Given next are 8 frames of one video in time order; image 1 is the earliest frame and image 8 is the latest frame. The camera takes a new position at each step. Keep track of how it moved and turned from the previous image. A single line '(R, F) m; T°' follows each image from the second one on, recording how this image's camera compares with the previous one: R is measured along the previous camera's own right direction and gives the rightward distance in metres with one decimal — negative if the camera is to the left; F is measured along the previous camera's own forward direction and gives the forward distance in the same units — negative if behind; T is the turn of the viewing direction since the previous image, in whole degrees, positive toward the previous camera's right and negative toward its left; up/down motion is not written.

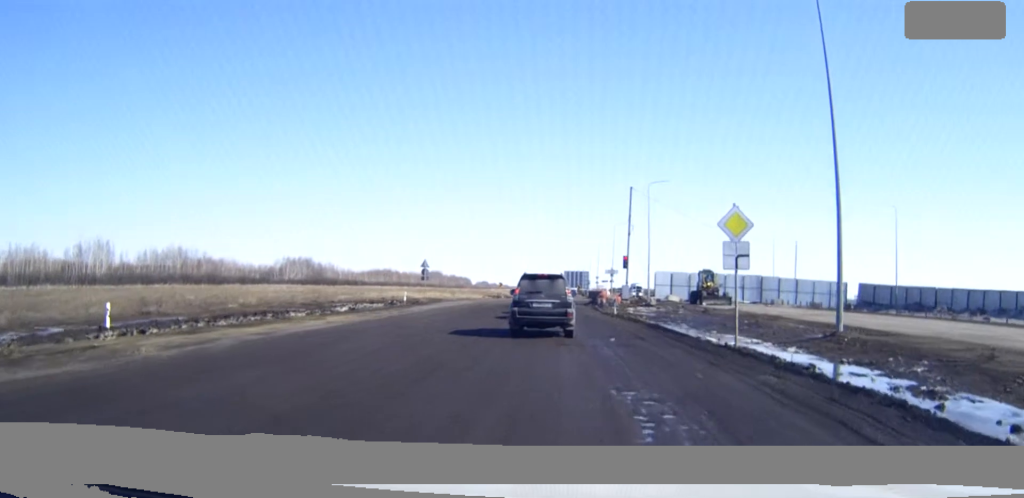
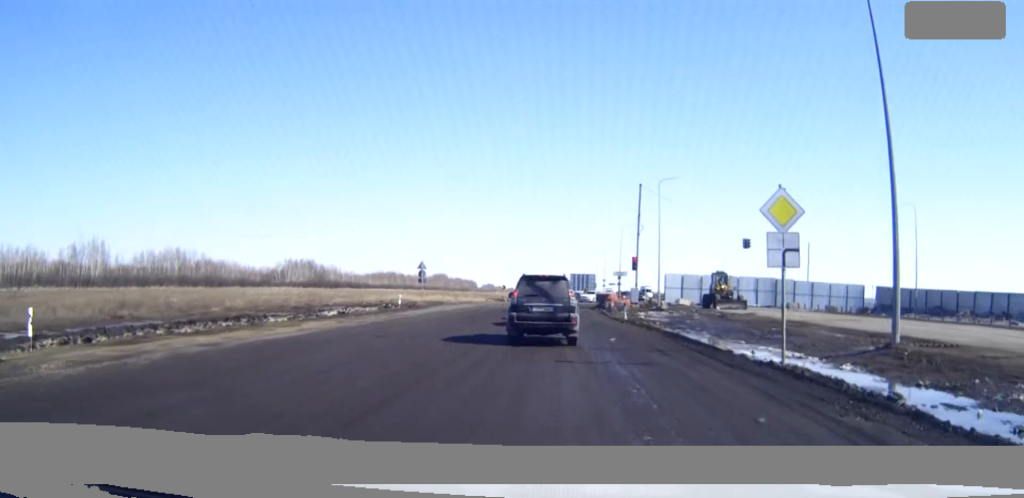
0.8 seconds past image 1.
(0.0, +3.7) m; -1°
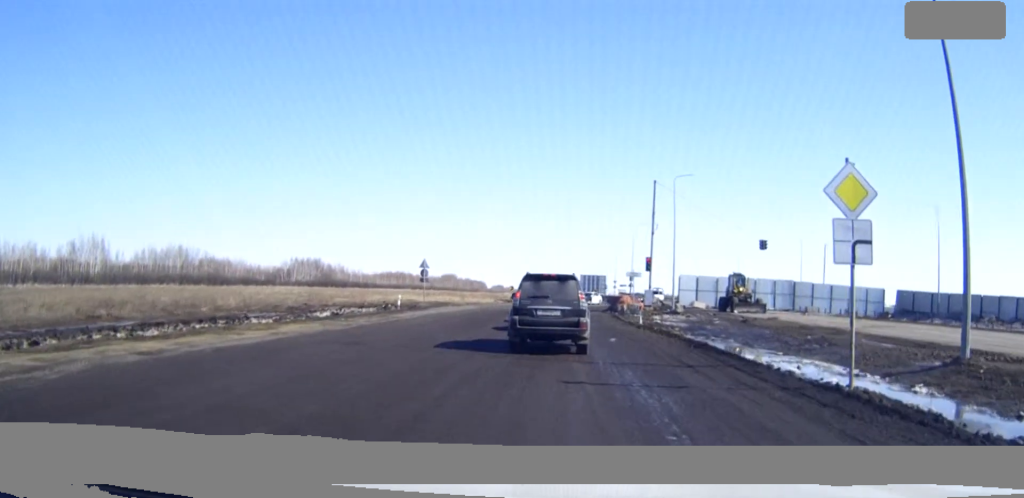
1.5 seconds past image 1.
(0.0, +3.1) m; -1°
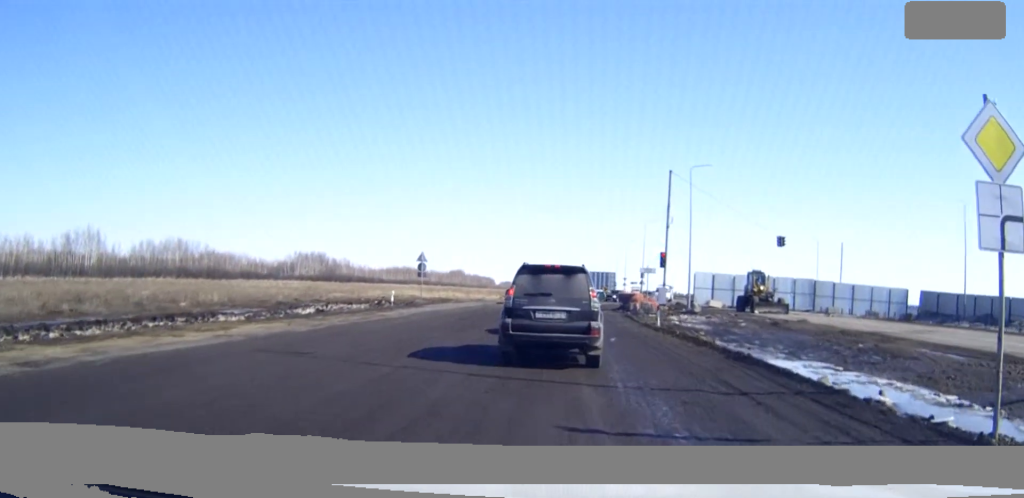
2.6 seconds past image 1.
(0.0, +3.9) m; -1°
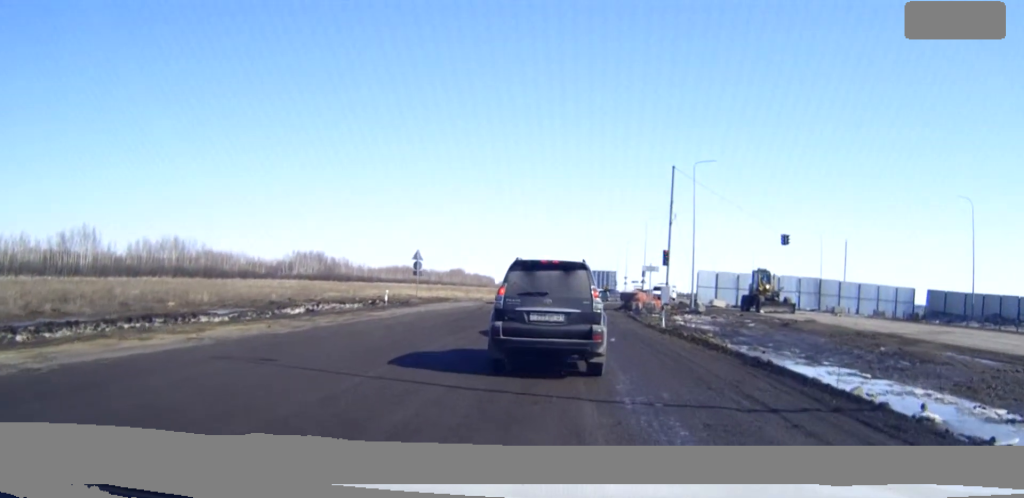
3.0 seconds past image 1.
(0.0, +1.4) m; 0°
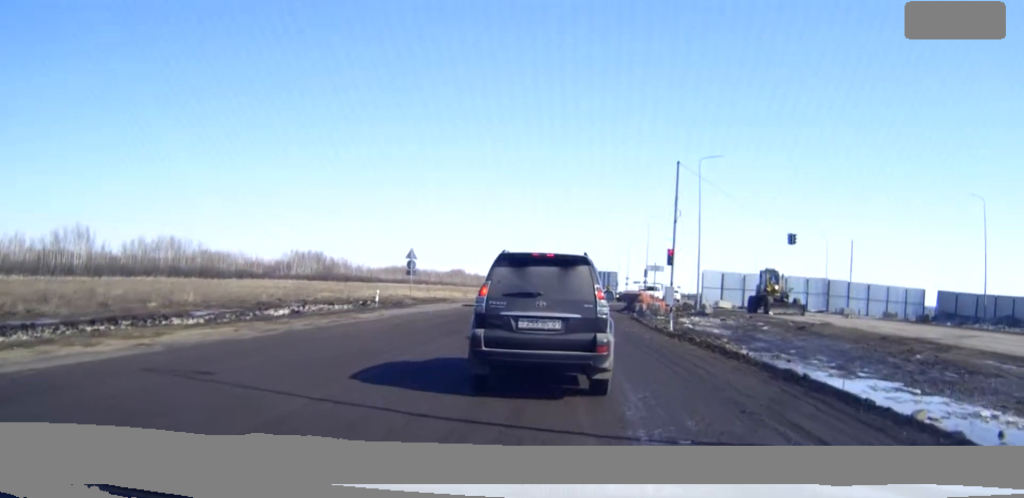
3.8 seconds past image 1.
(0.0, +2.1) m; -1°
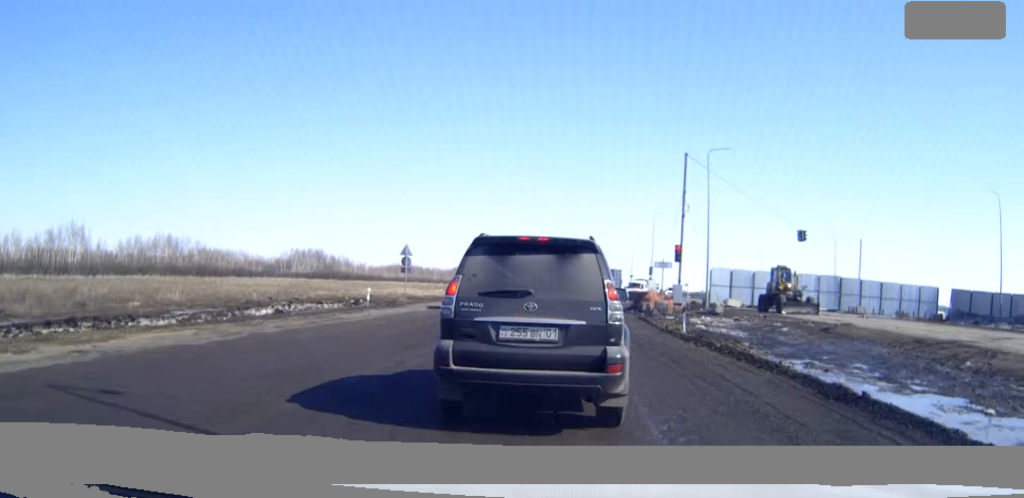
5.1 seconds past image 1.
(-0.1, +2.5) m; -2°
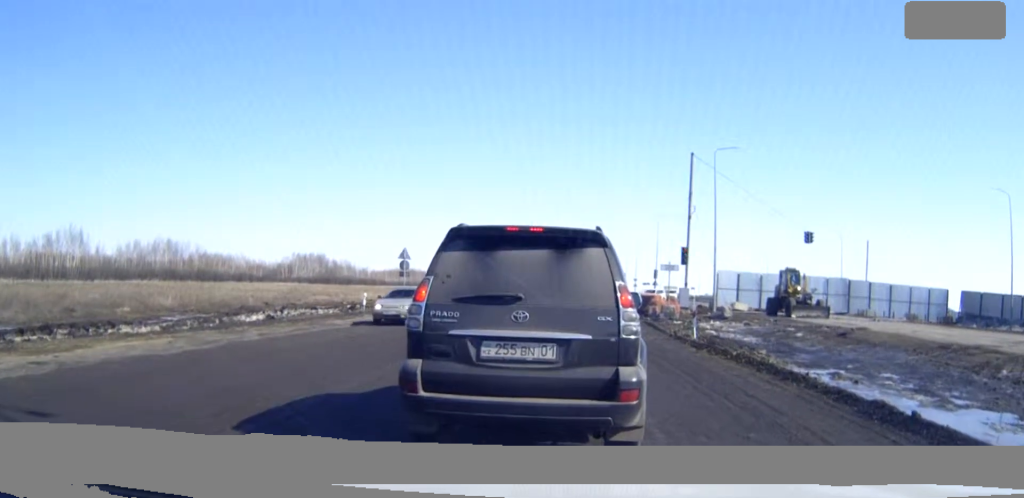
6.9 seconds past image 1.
(0.0, +0.8) m; 0°
